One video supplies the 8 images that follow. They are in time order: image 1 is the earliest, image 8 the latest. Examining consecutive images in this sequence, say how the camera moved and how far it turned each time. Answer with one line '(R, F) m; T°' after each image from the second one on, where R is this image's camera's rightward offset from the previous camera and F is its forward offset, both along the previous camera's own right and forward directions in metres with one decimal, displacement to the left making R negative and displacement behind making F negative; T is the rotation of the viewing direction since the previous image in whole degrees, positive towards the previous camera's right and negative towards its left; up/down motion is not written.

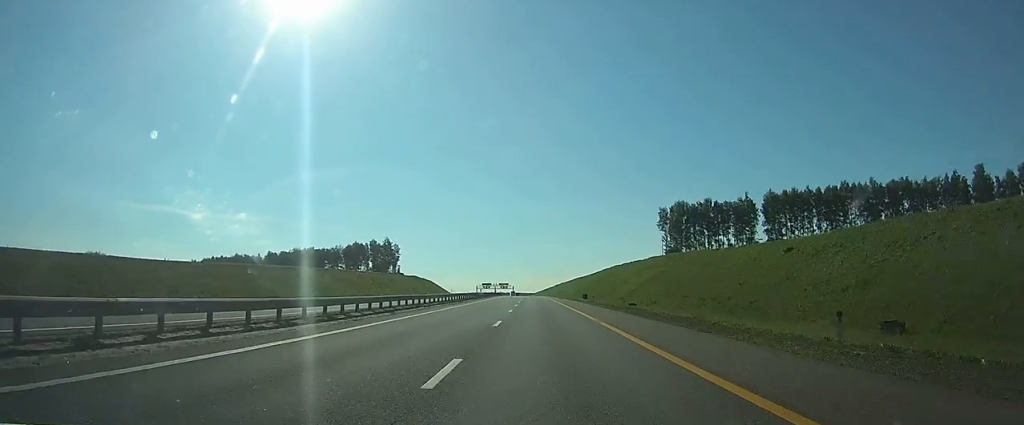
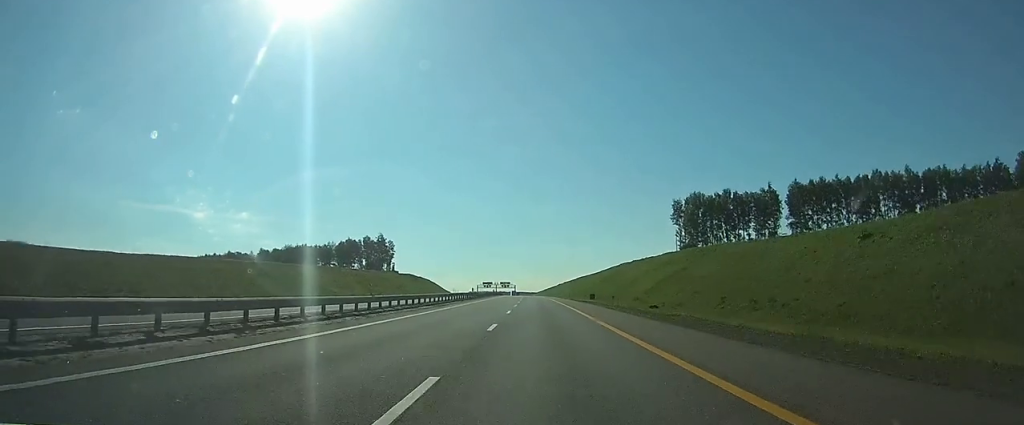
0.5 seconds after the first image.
(-0.1, +14.2) m; 0°
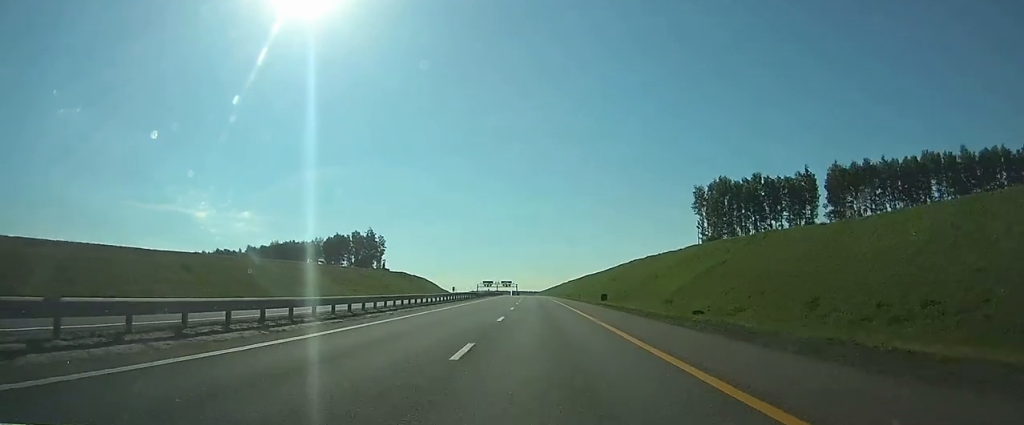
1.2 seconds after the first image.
(0.0, +19.3) m; 0°
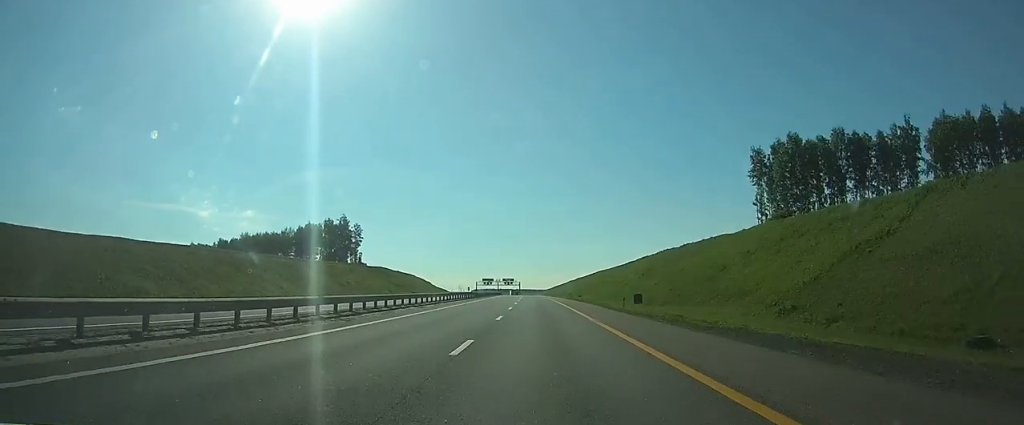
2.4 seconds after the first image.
(0.0, +36.3) m; 0°
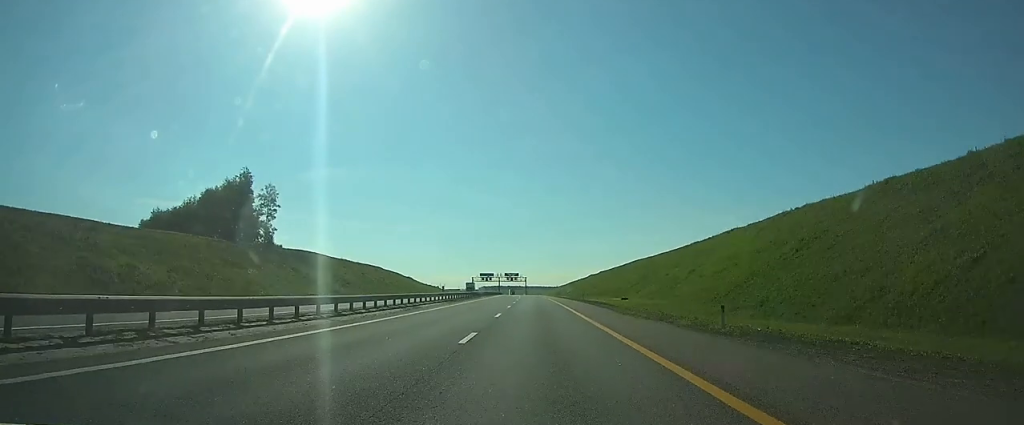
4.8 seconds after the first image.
(-0.1, +68.5) m; -1°
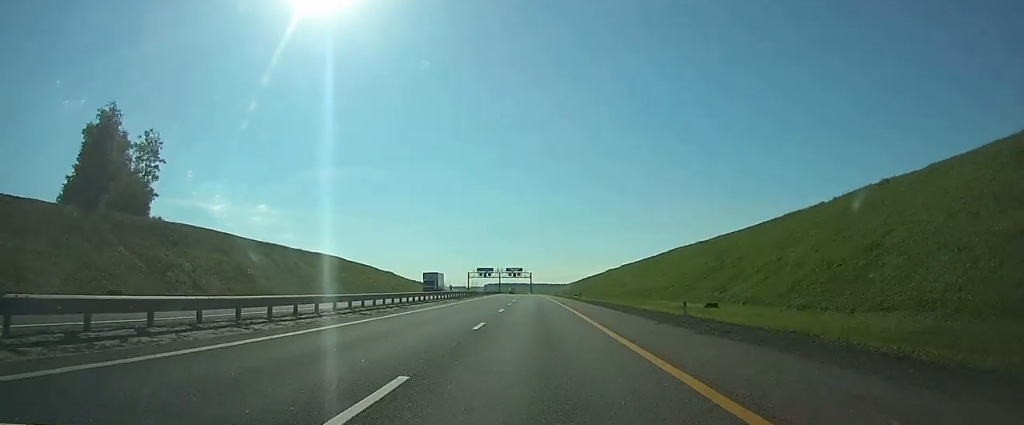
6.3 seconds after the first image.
(-0.3, +35.0) m; -1°
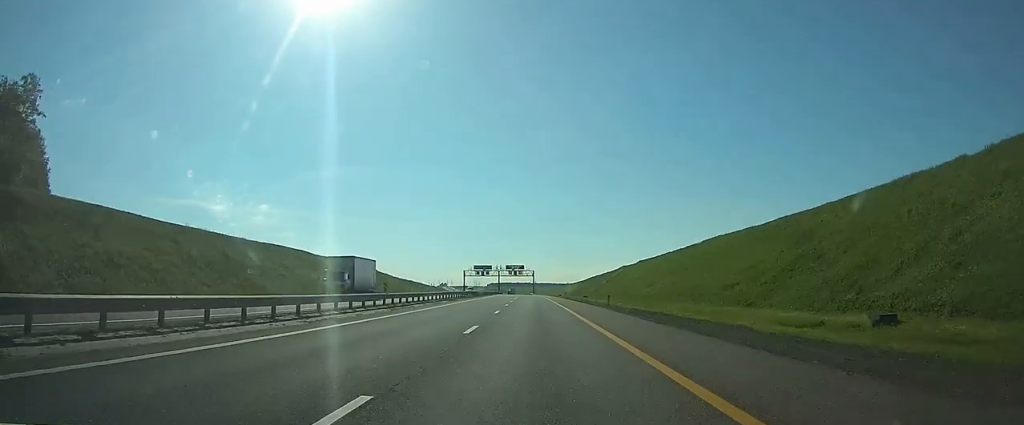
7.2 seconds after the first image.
(-0.1, +15.1) m; 0°
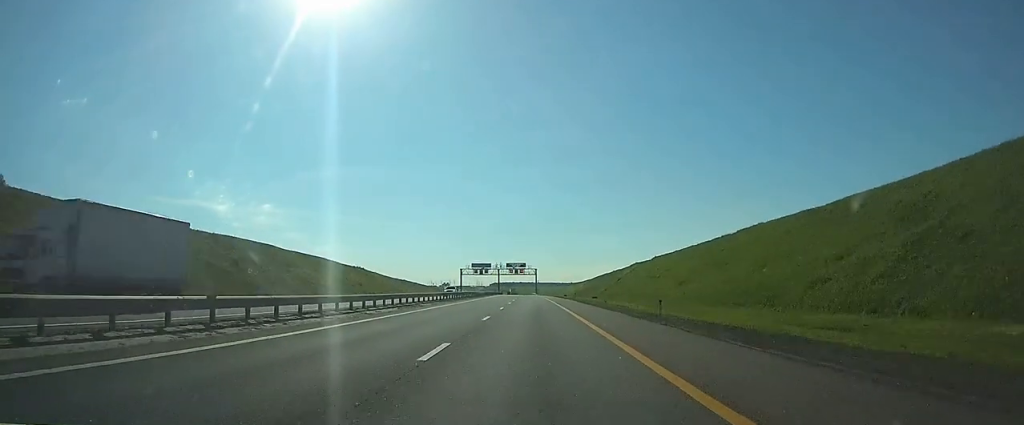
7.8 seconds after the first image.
(0.0, +8.6) m; 0°
